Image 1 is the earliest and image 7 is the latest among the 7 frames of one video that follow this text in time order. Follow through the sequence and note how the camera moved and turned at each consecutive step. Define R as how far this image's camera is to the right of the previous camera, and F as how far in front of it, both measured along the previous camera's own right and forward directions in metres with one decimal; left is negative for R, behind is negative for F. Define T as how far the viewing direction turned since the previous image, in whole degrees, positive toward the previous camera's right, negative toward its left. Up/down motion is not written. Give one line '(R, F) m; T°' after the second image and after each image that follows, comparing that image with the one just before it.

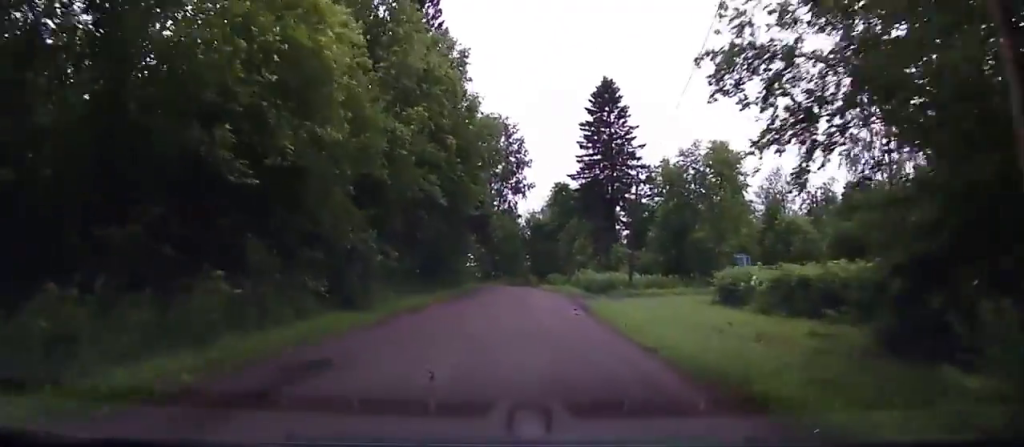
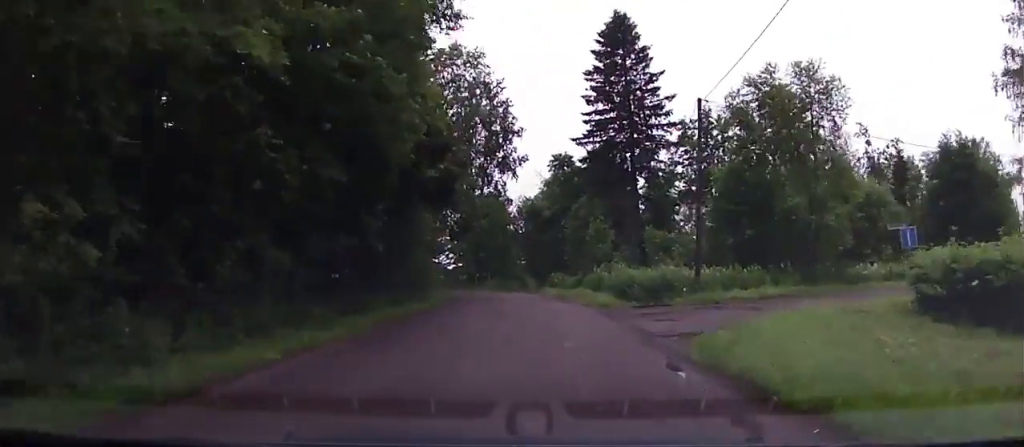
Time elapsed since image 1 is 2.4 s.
(0.0, +15.7) m; +1°
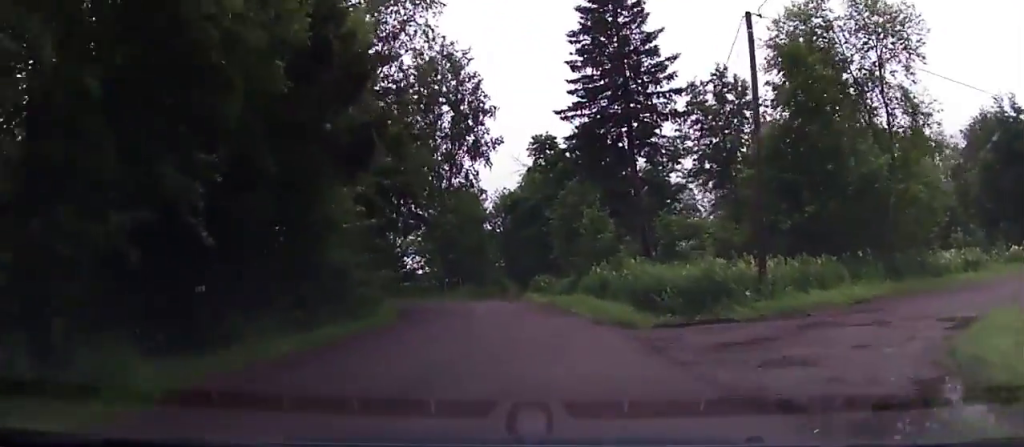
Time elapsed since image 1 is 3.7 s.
(+0.2, +8.6) m; 0°
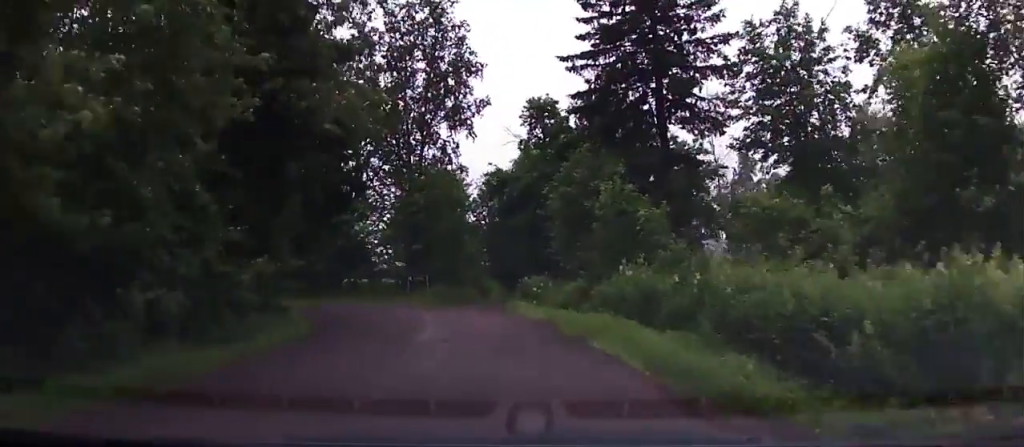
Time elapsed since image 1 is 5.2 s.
(0.0, +11.4) m; -1°
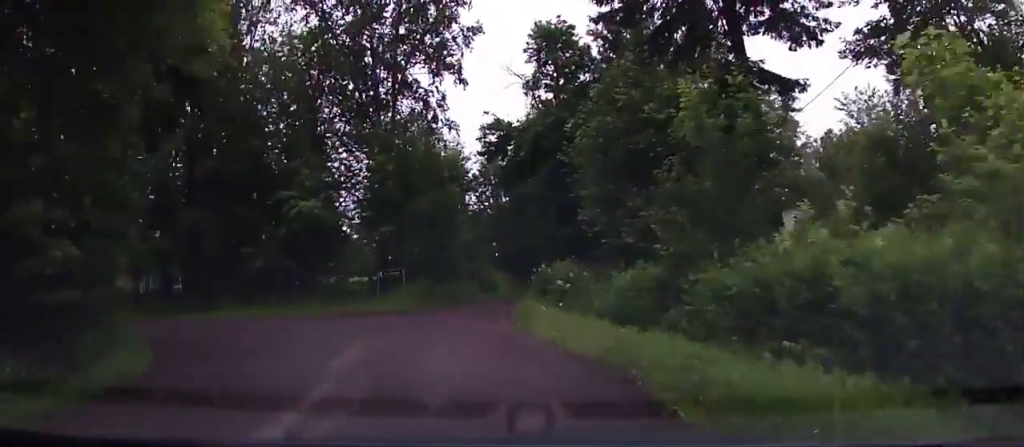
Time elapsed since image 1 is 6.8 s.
(-0.2, +12.0) m; -4°
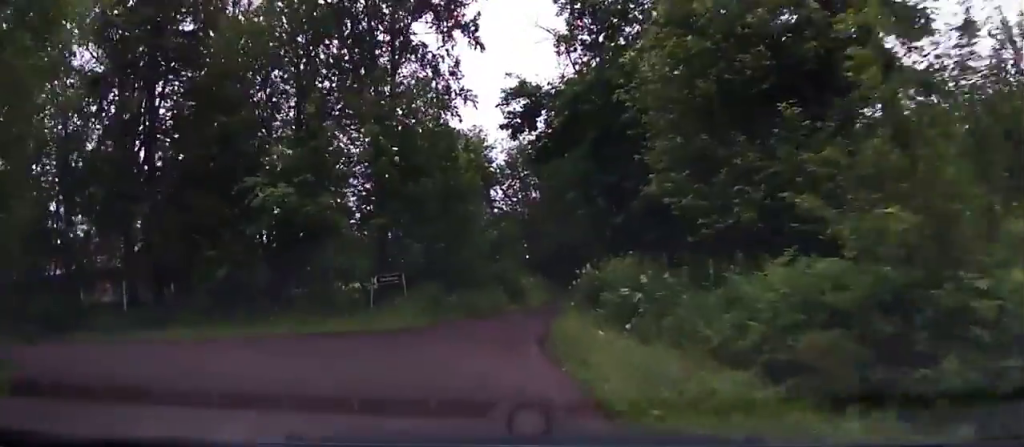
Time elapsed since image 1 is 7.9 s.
(-0.1, +8.5) m; -7°
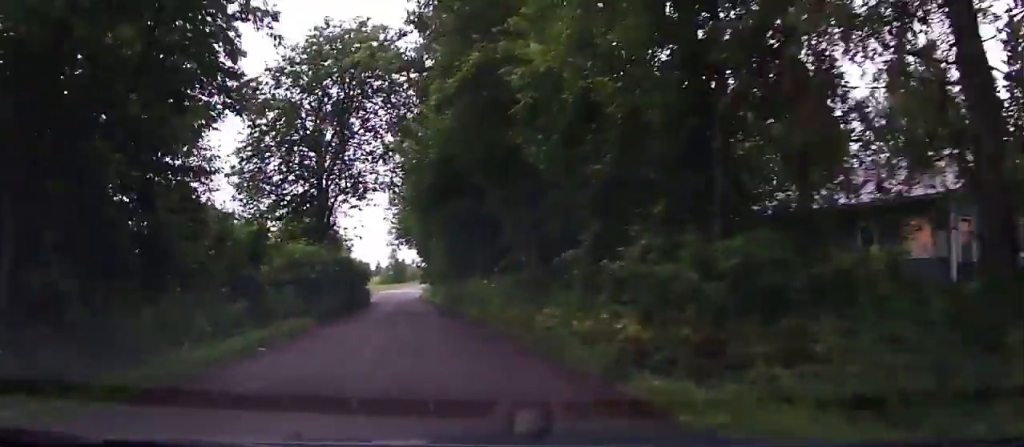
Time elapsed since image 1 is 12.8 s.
(-9.4, +14.7) m; -58°
